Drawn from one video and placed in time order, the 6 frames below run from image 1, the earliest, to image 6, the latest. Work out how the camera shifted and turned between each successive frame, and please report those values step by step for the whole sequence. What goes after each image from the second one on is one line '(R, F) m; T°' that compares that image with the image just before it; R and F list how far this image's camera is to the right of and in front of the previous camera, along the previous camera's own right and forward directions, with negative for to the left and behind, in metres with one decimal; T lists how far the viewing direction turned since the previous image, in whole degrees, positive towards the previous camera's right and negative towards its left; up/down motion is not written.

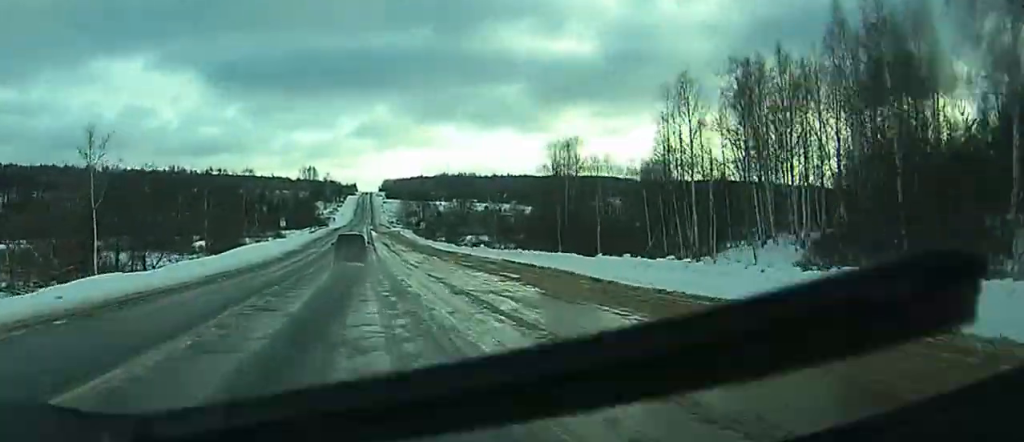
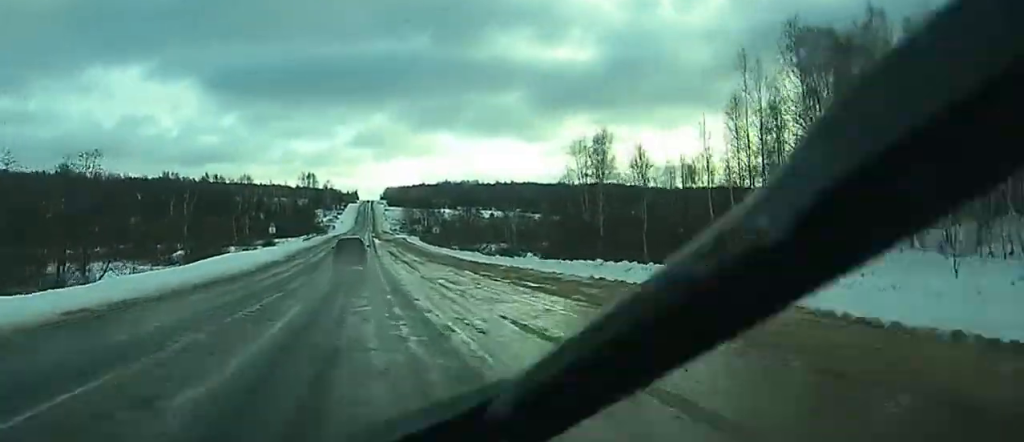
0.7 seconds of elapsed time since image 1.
(-0.5, +19.3) m; -1°
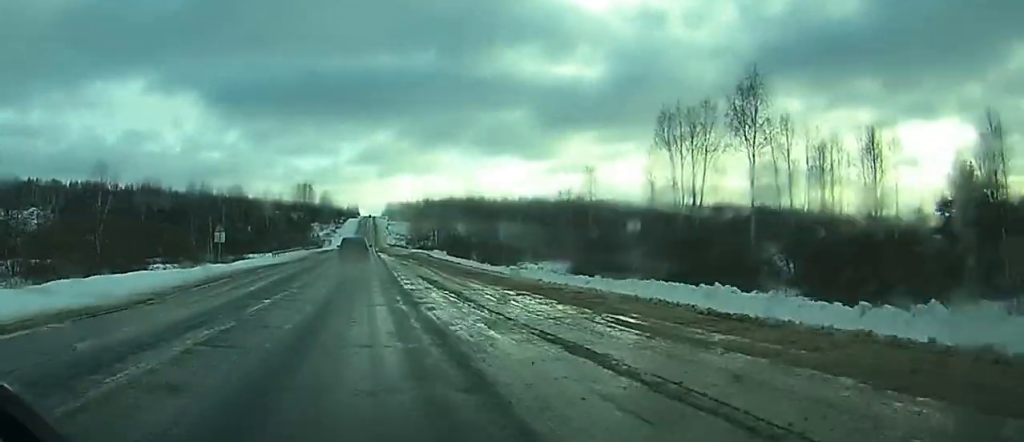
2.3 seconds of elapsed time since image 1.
(+0.7, +46.2) m; +1°
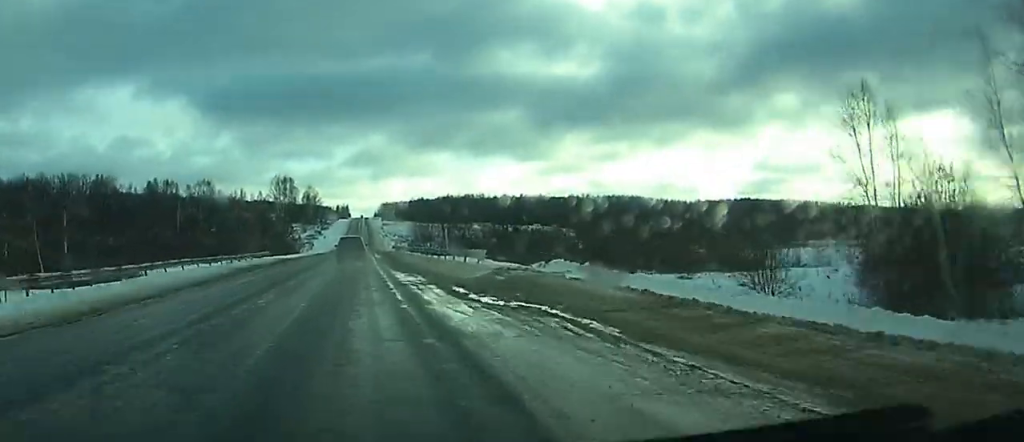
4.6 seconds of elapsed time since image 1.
(+0.1, +68.0) m; 0°
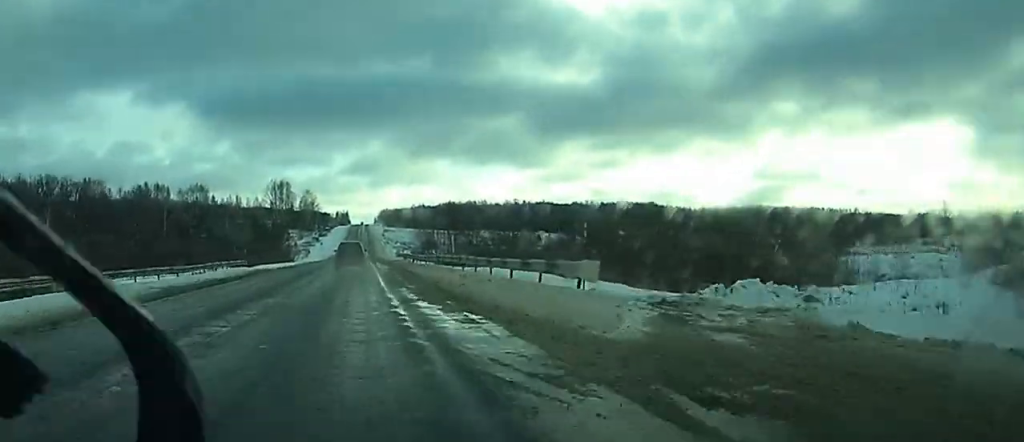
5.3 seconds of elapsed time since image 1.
(+0.1, +18.1) m; 0°
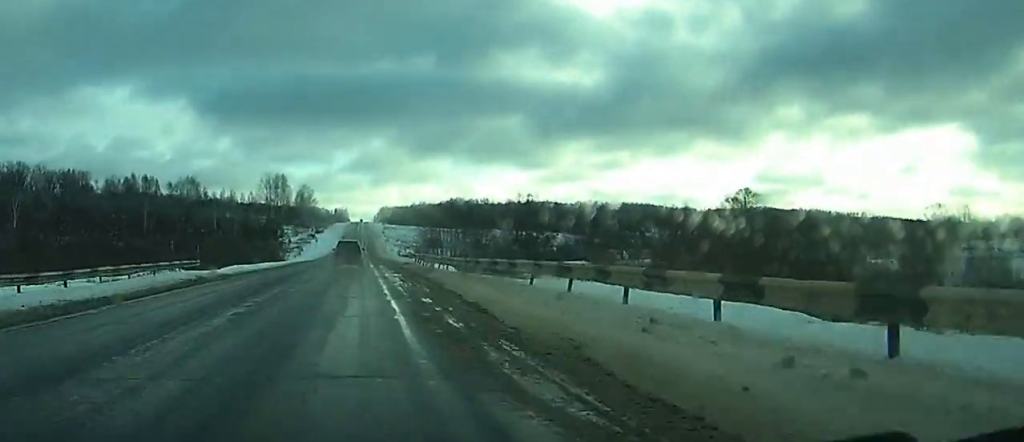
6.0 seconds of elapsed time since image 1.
(-0.1, +21.0) m; 0°
